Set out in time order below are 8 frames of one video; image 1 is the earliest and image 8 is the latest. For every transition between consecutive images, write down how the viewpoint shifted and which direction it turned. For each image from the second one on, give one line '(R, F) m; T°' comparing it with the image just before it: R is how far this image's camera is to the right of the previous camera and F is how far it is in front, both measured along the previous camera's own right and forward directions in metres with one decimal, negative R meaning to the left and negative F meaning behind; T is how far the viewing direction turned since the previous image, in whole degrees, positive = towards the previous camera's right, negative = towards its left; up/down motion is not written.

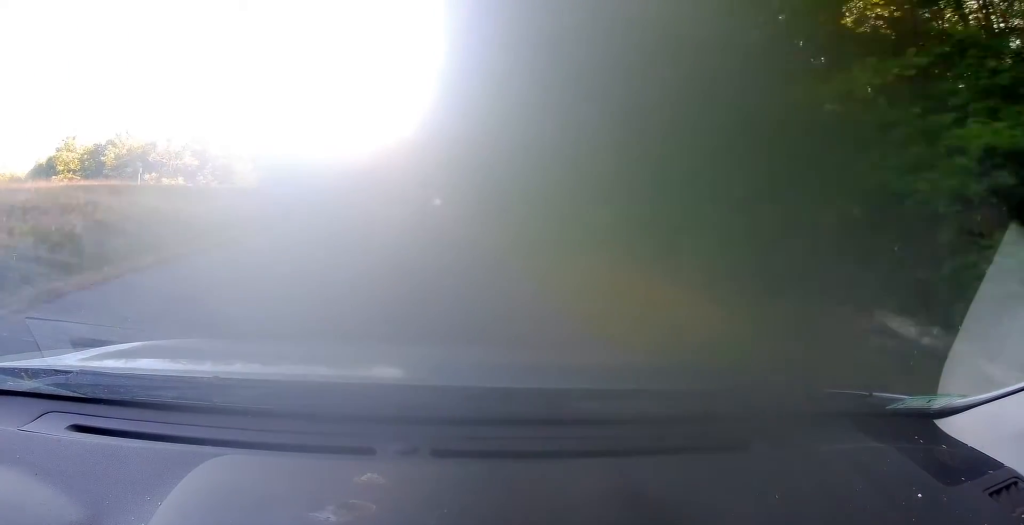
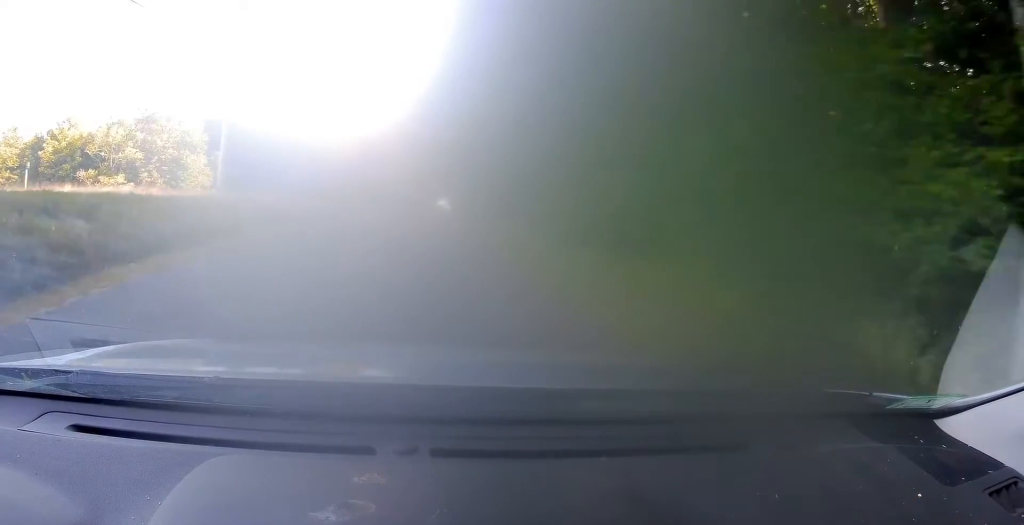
(+0.1, +27.9) m; -1°
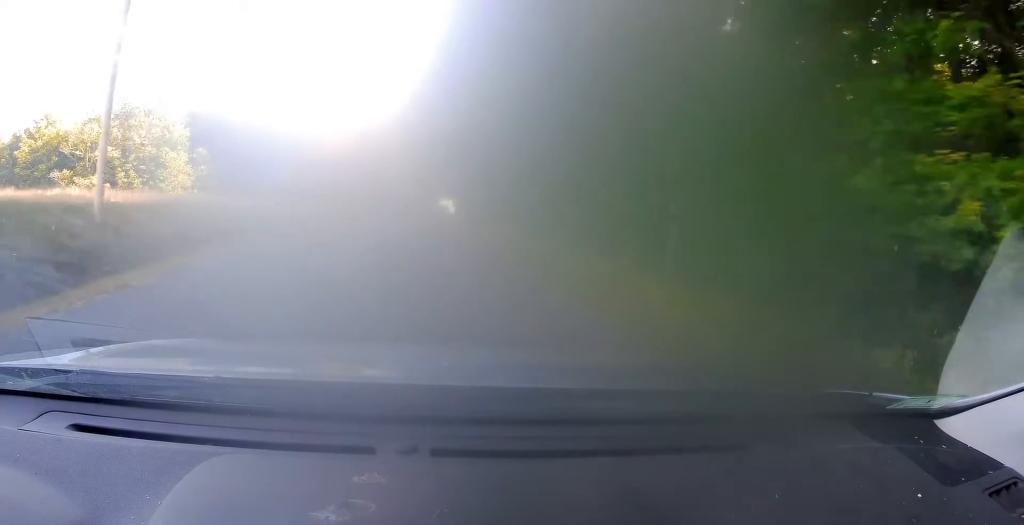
(0.0, +9.1) m; 0°
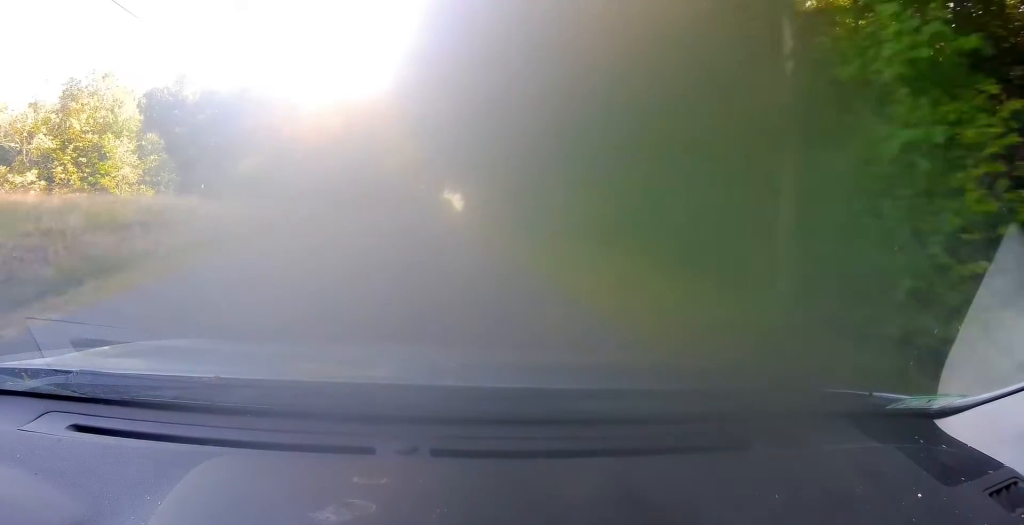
(-0.1, +18.8) m; 0°
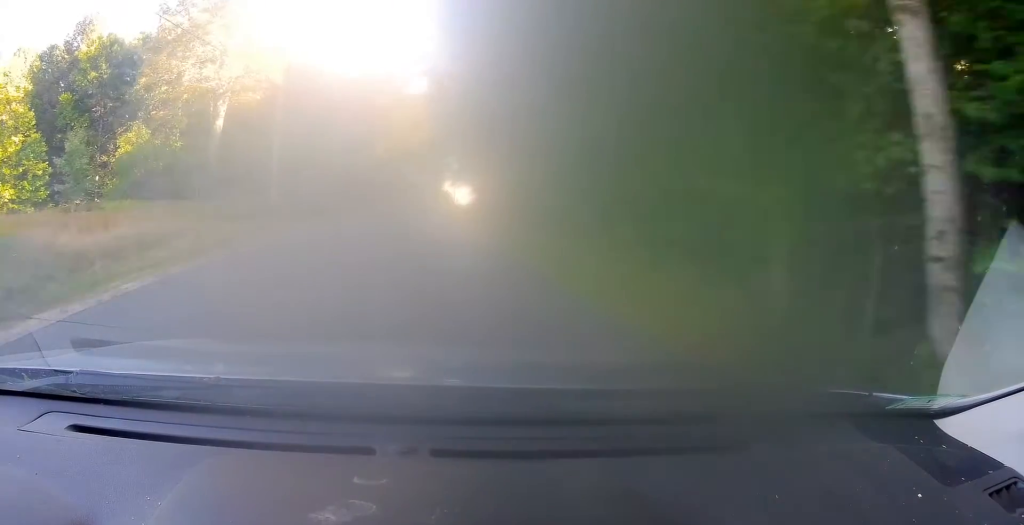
(-0.1, +28.7) m; 0°
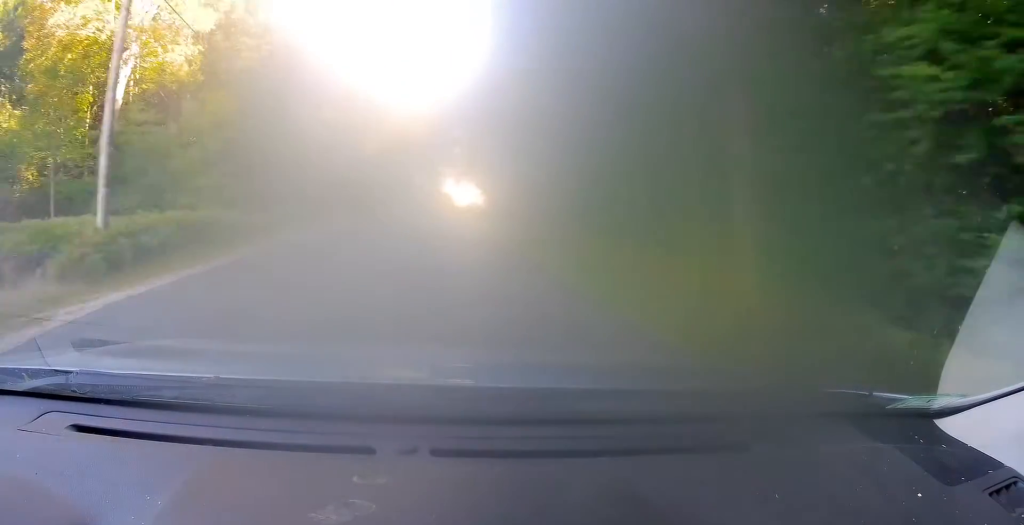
(0.0, +15.0) m; +1°
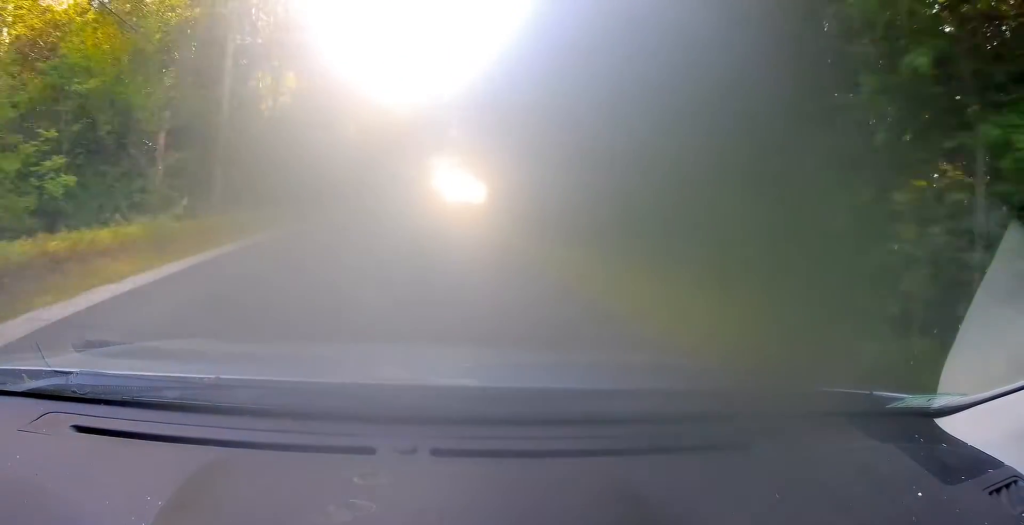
(+0.5, +13.6) m; 0°
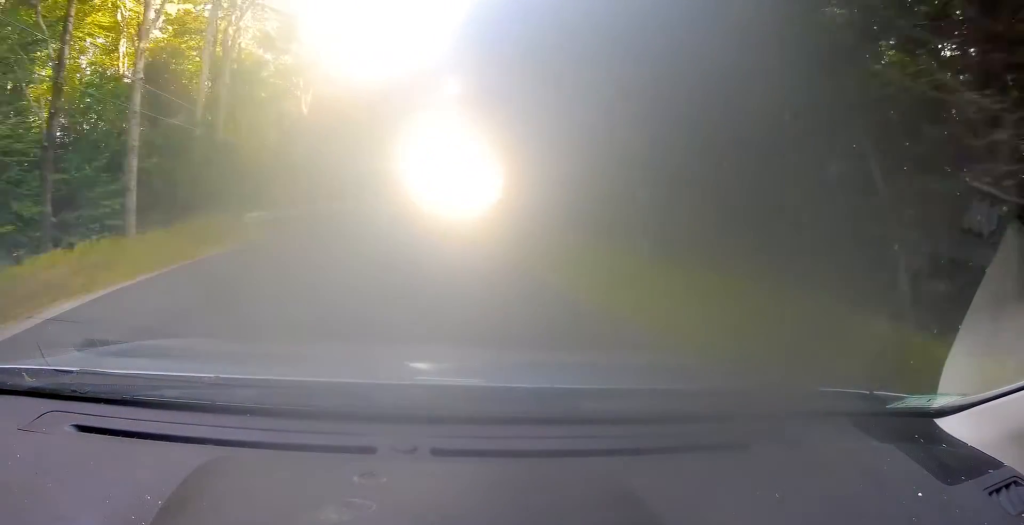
(-0.7, +24.6) m; -1°
